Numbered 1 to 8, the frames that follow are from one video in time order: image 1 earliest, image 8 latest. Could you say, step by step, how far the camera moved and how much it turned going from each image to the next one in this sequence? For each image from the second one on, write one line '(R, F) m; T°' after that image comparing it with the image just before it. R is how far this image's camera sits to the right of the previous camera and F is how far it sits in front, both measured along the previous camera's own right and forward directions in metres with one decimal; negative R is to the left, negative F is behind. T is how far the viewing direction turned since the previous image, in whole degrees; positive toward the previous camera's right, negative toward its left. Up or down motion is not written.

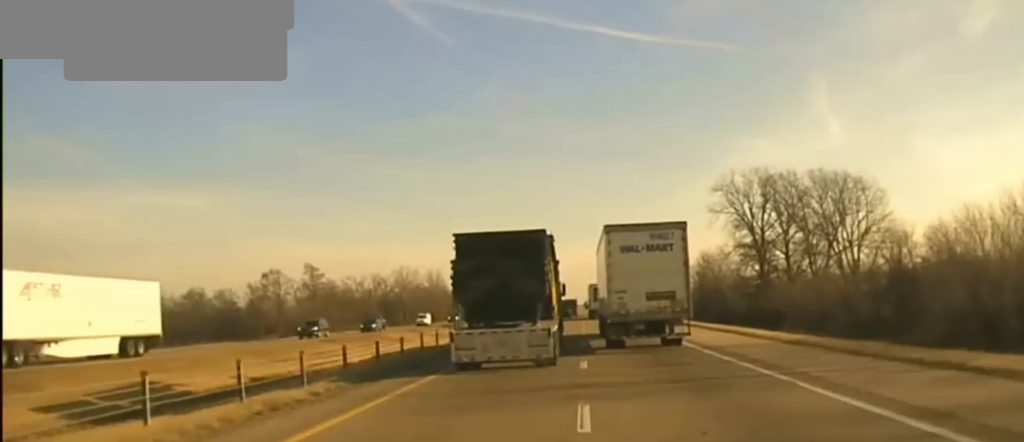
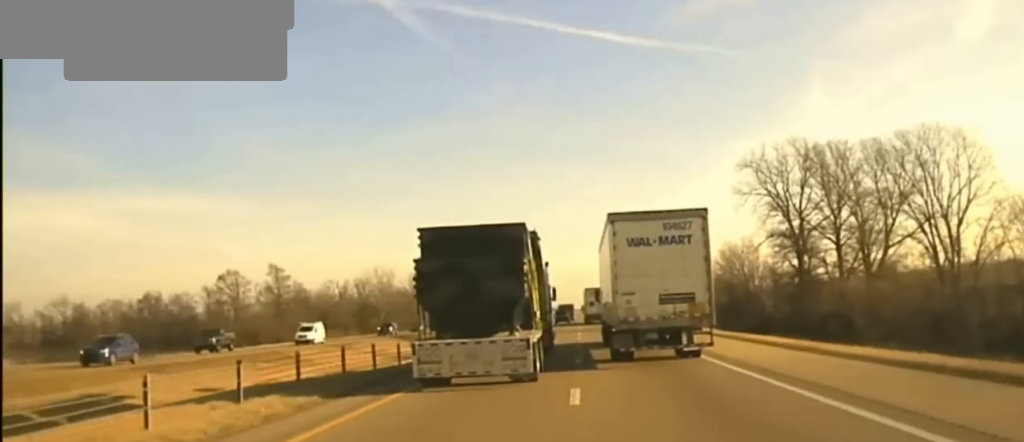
(-0.1, +33.8) m; 0°
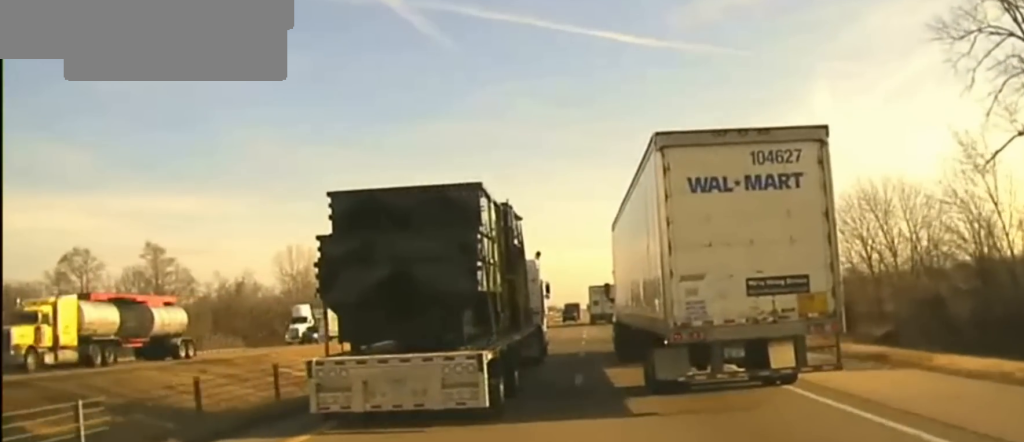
(+0.4, +81.4) m; 0°
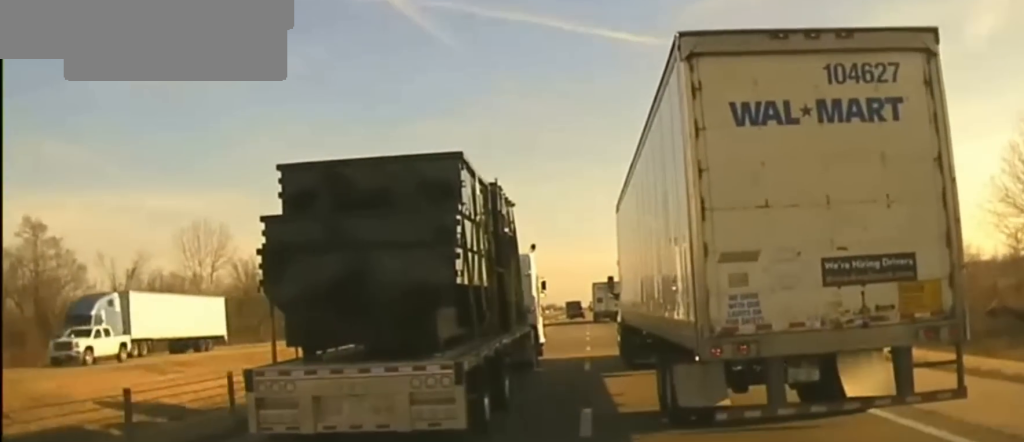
(-0.7, +41.0) m; -1°
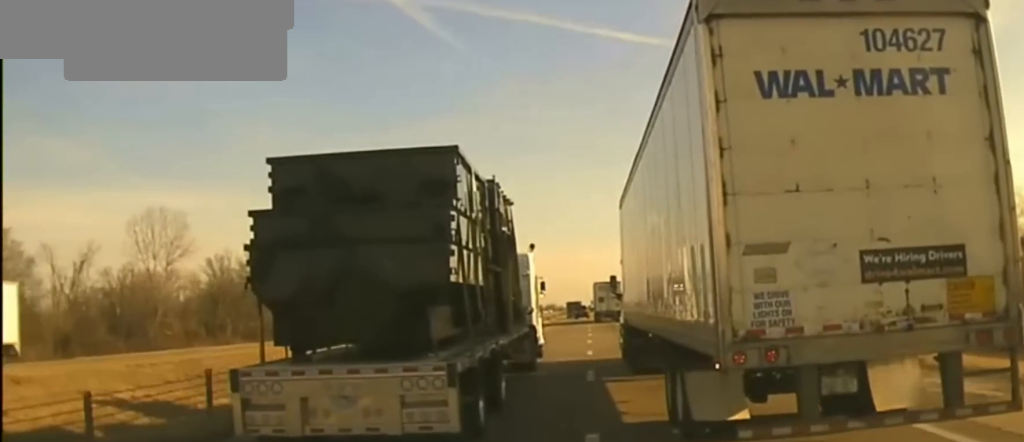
(0.0, +14.4) m; 0°
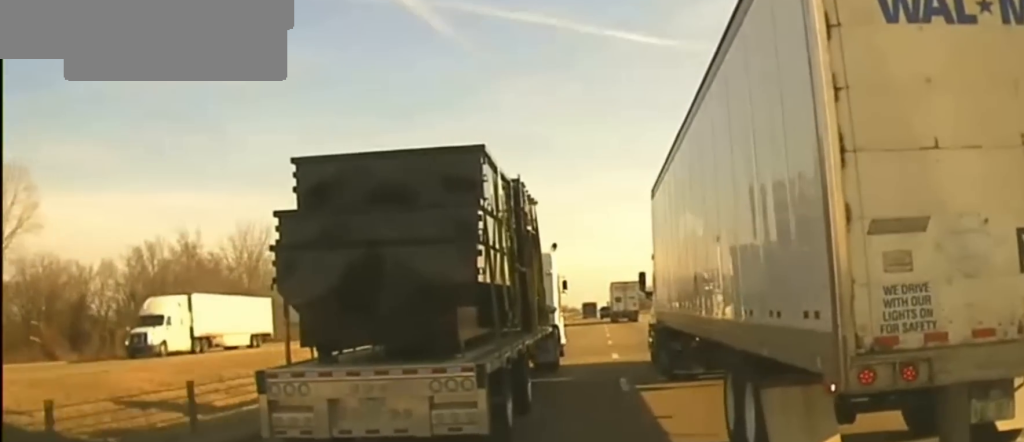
(0.0, +36.5) m; 0°
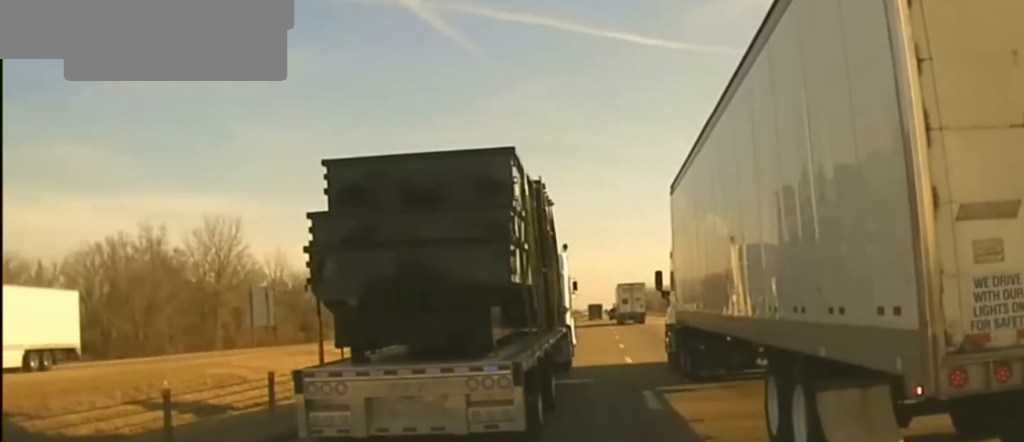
(0.0, +16.6) m; 0°
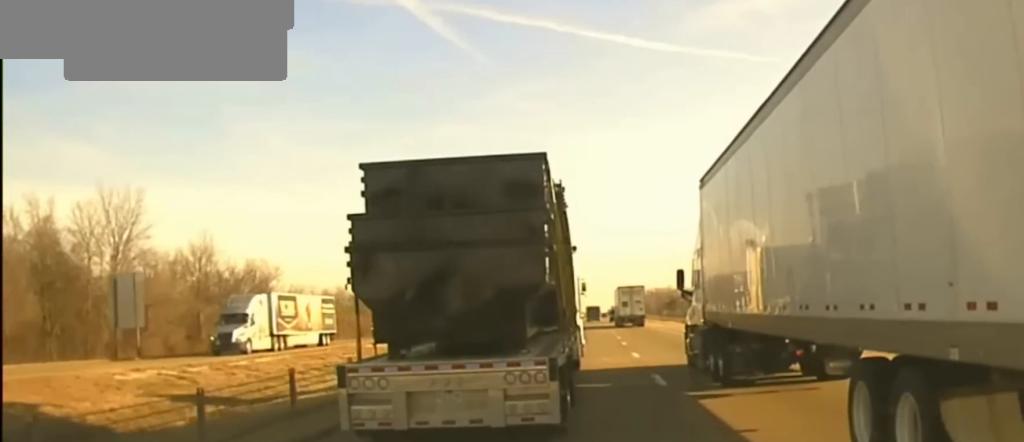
(+0.2, +31.0) m; +1°
